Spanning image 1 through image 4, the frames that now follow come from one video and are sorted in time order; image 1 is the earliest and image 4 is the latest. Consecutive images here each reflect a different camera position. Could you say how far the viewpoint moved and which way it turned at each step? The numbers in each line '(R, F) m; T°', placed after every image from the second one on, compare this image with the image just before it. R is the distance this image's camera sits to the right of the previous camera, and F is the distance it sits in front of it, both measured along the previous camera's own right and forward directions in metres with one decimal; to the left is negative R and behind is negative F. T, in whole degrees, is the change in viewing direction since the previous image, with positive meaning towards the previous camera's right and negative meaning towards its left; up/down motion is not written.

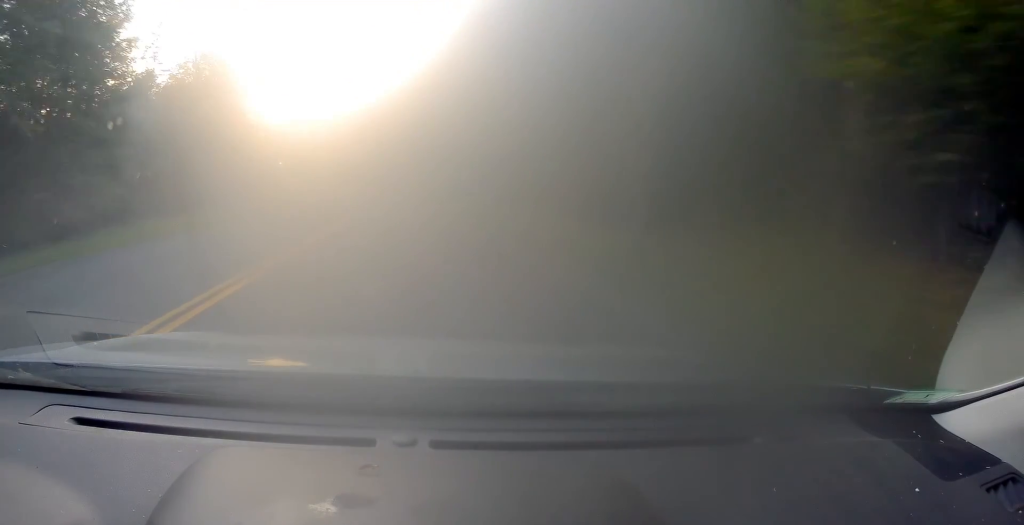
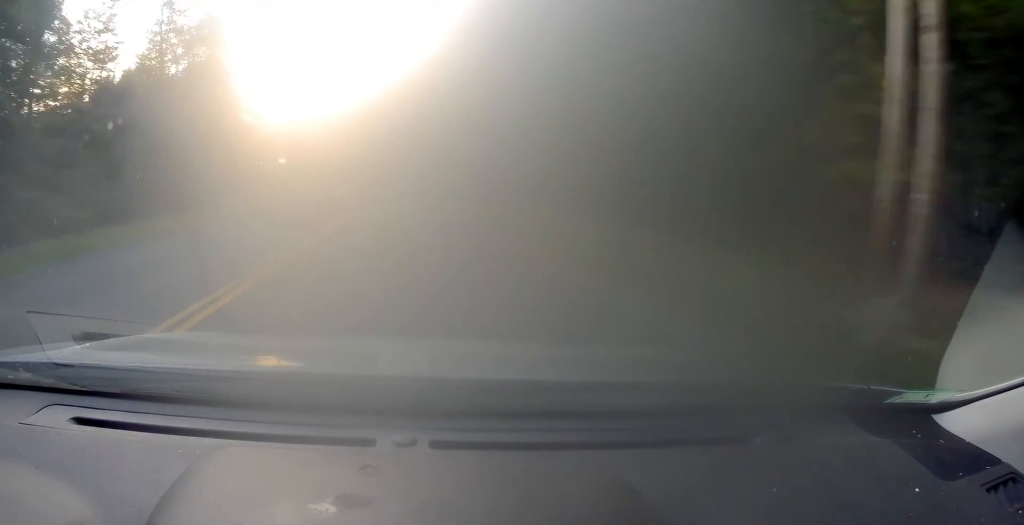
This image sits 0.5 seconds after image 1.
(0.0, +10.5) m; -1°
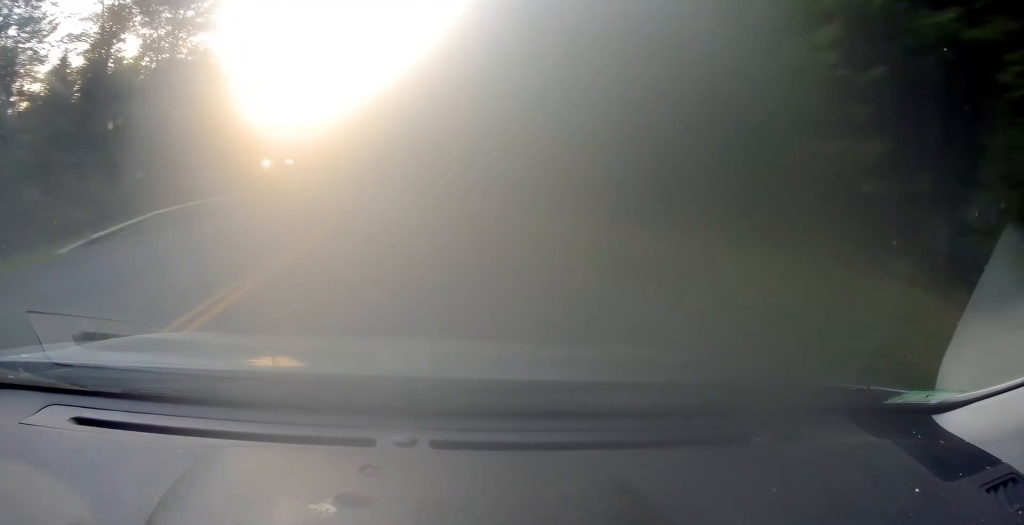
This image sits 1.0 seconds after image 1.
(-0.2, +12.1) m; -2°
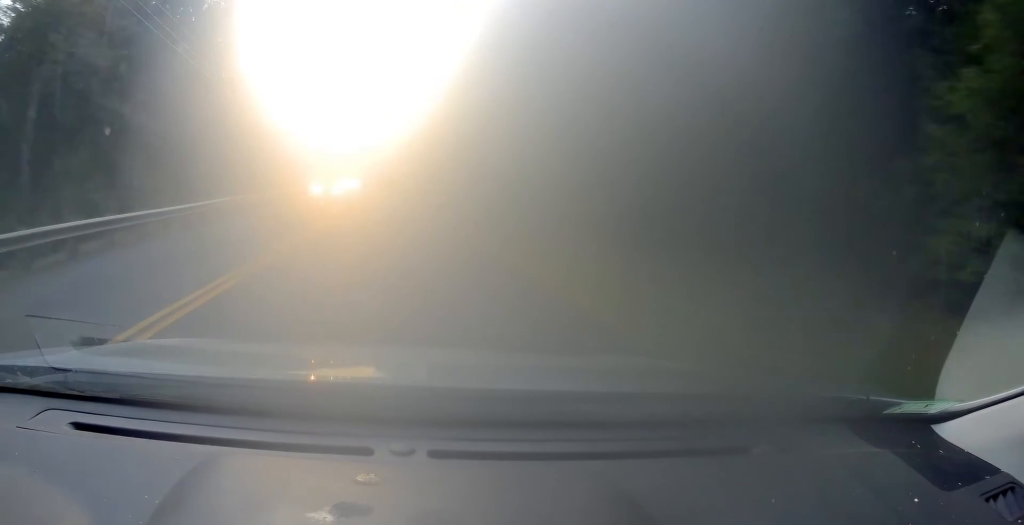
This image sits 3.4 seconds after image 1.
(-3.5, +54.1) m; -8°
